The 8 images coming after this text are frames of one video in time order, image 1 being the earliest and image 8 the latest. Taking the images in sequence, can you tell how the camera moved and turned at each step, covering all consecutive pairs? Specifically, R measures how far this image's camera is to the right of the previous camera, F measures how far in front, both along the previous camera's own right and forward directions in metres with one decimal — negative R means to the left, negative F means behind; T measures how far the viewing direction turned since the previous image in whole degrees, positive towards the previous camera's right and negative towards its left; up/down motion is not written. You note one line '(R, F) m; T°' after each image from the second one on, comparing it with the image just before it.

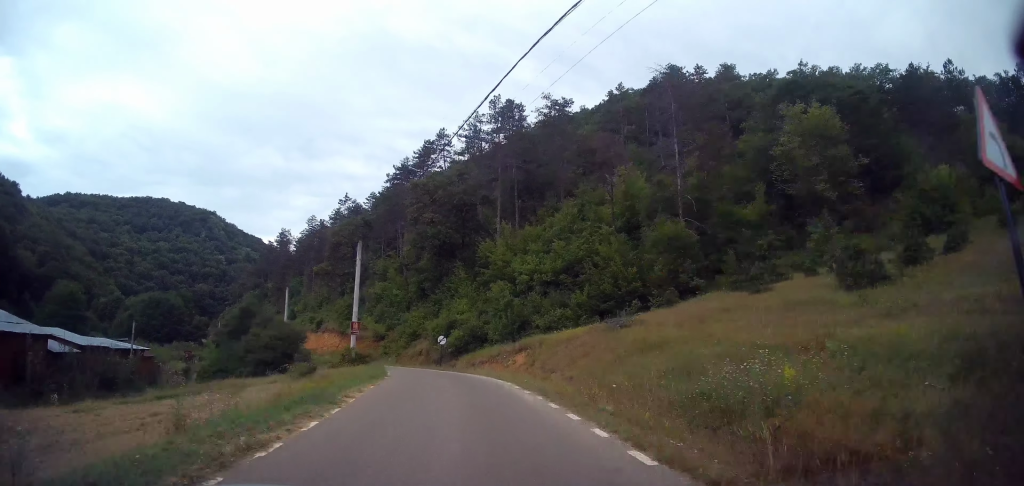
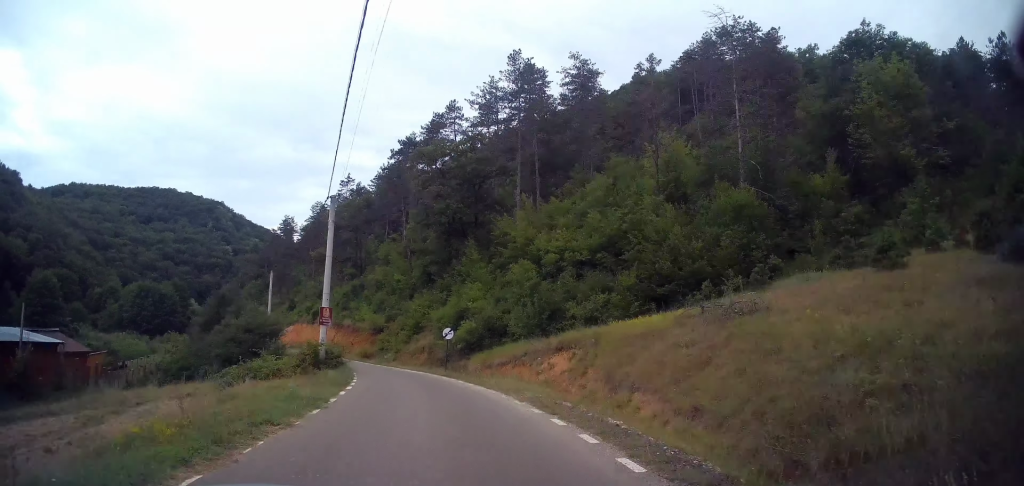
(0.0, +9.6) m; -2°
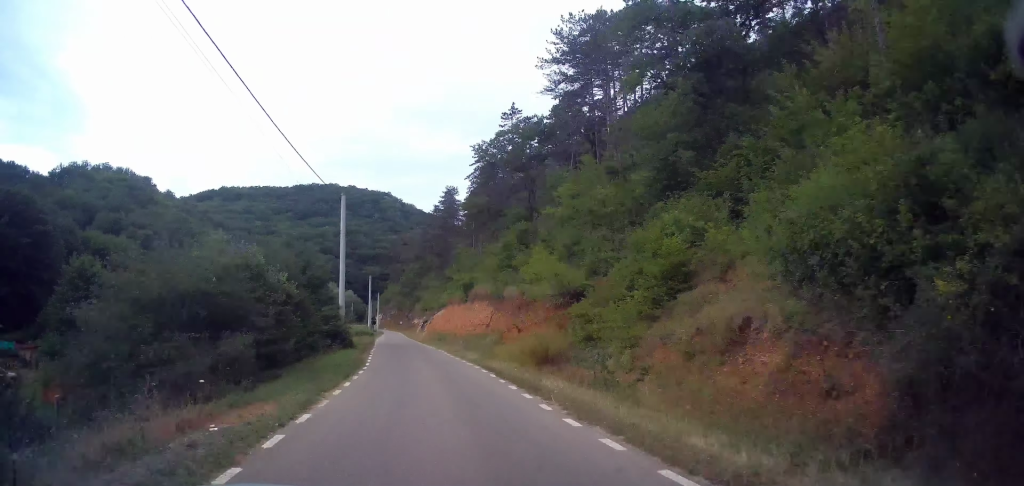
(-3.3, +30.3) m; -16°
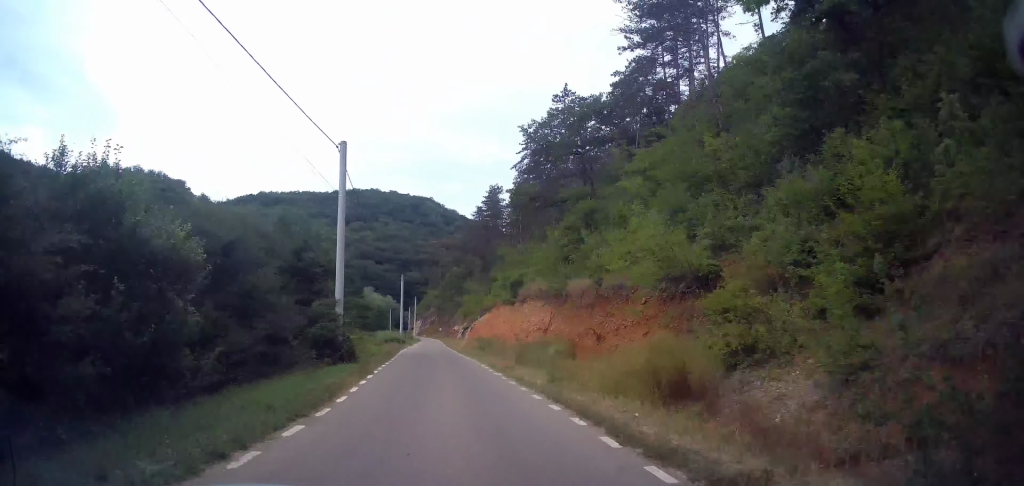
(-0.7, +9.0) m; -5°
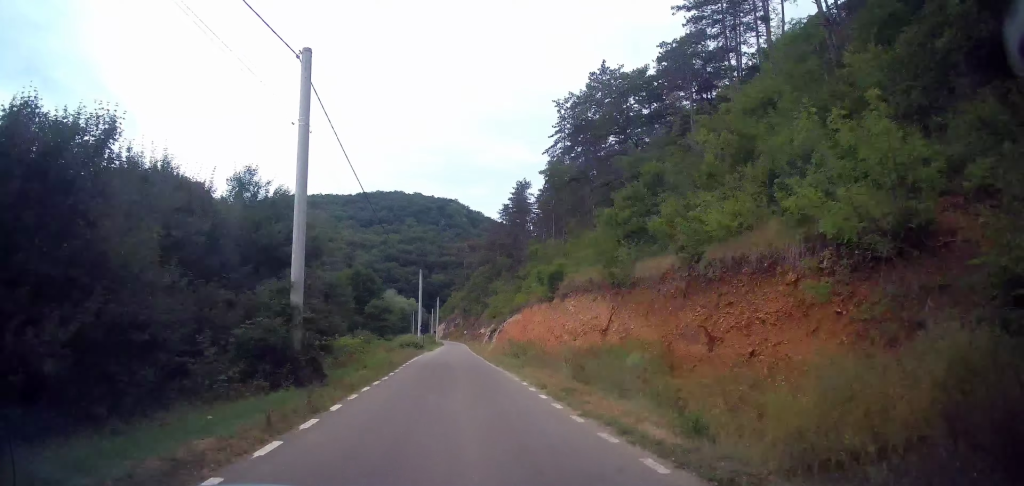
(-0.2, +7.4) m; -3°
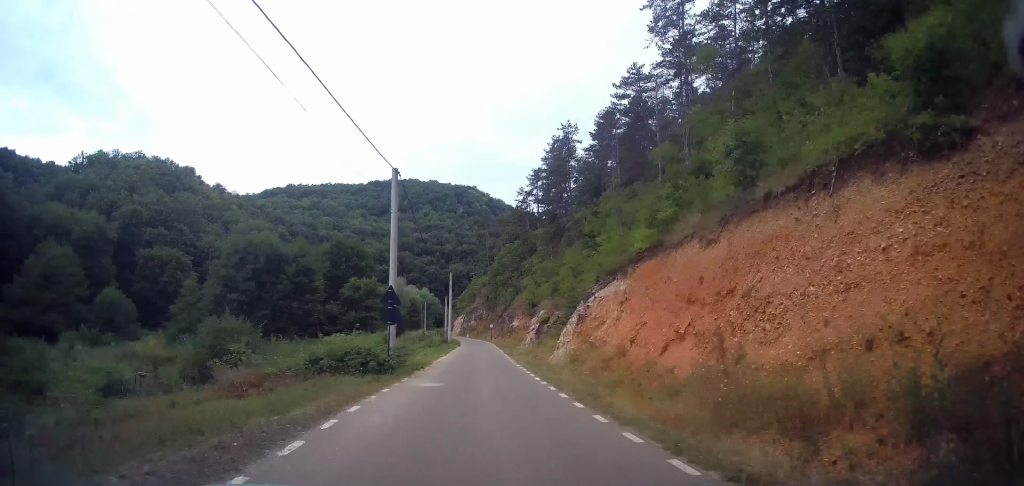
(-1.7, +30.7) m; -3°
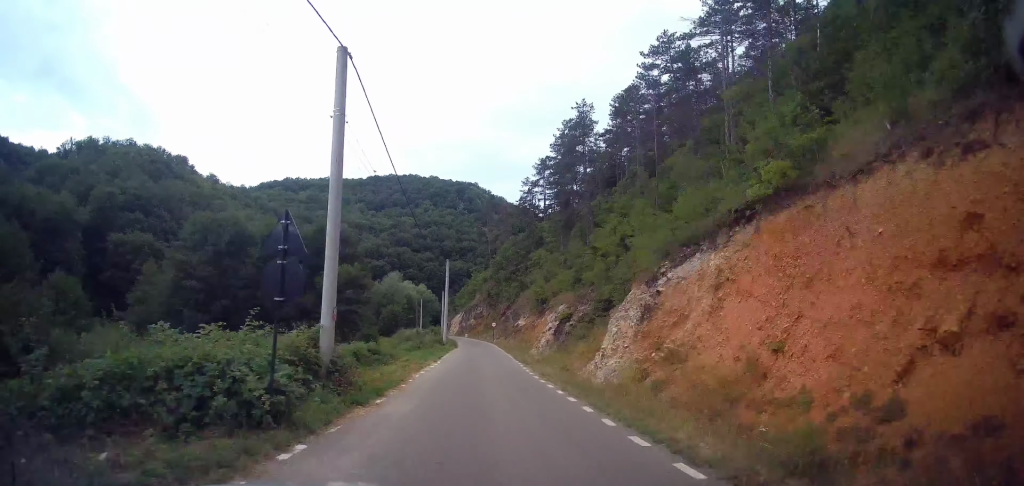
(+0.3, +9.5) m; +1°
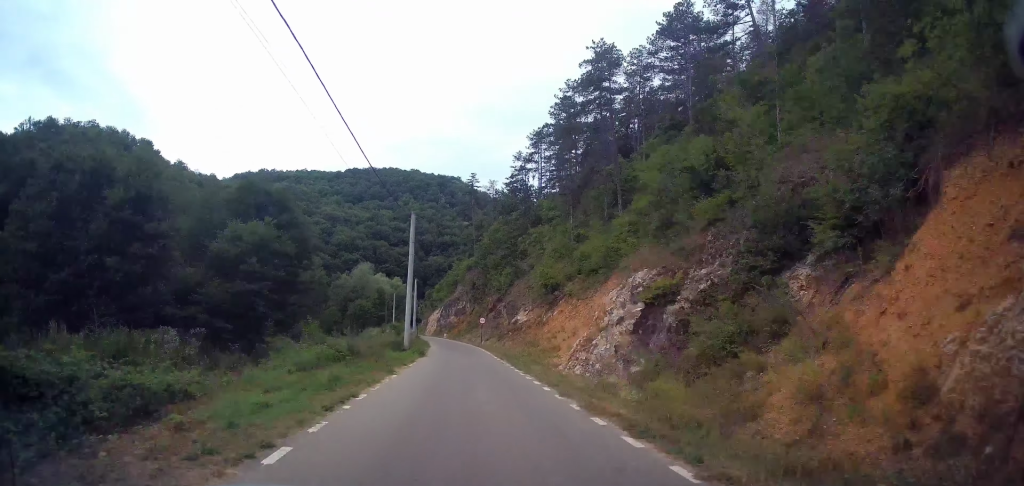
(+0.1, +19.2) m; 0°
